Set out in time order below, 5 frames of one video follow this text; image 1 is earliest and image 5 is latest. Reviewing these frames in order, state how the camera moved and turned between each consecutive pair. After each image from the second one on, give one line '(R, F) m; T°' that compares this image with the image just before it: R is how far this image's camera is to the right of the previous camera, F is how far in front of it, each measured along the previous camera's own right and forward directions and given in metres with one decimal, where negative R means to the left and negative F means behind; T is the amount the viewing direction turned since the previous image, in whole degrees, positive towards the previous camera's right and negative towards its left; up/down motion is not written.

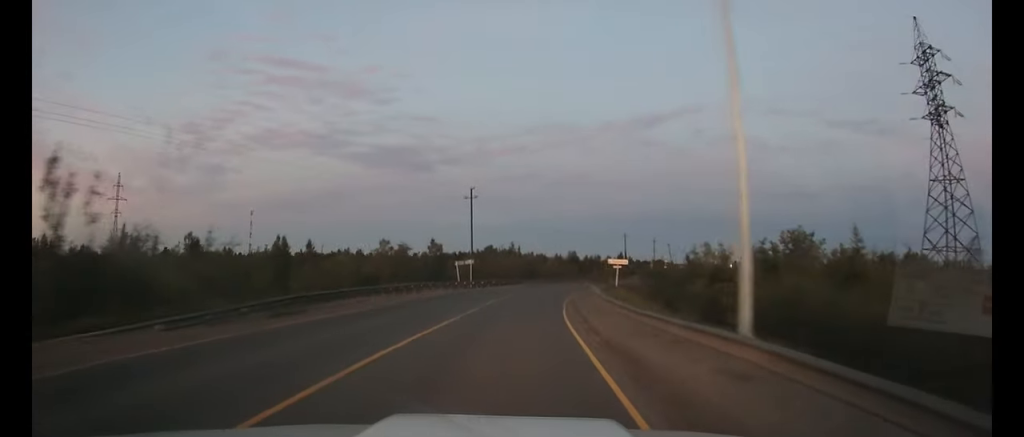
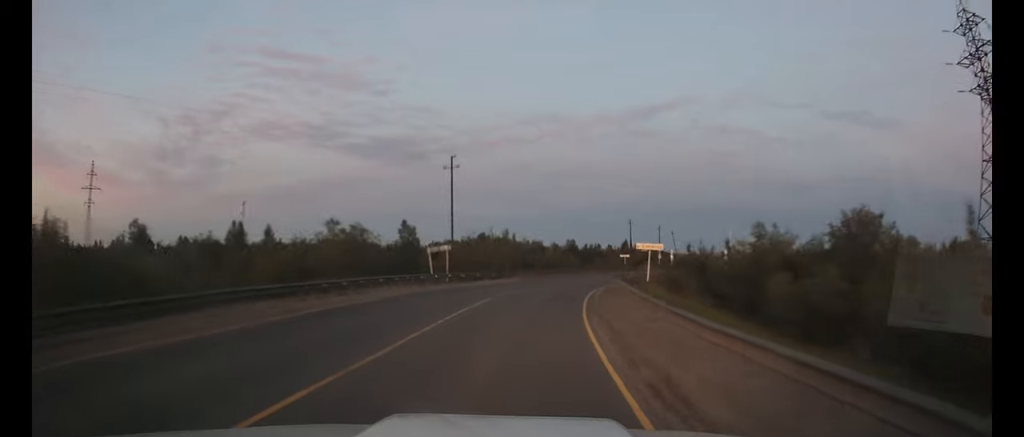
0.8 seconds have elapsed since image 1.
(0.0, +12.3) m; +1°
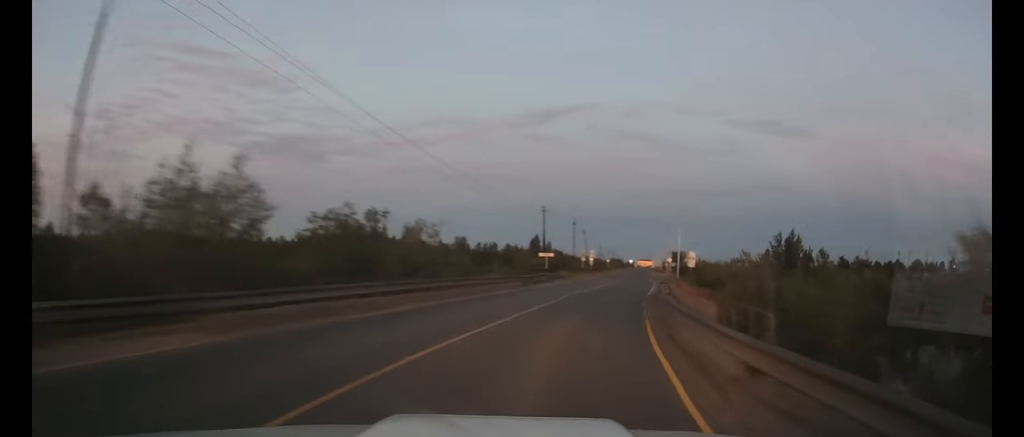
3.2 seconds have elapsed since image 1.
(+2.9, +35.3) m; +12°
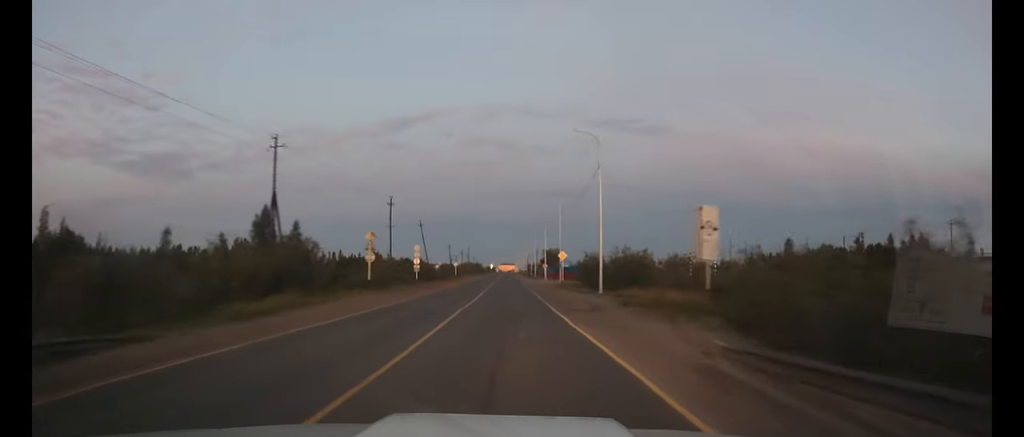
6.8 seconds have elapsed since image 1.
(+8.4, +55.0) m; +11°
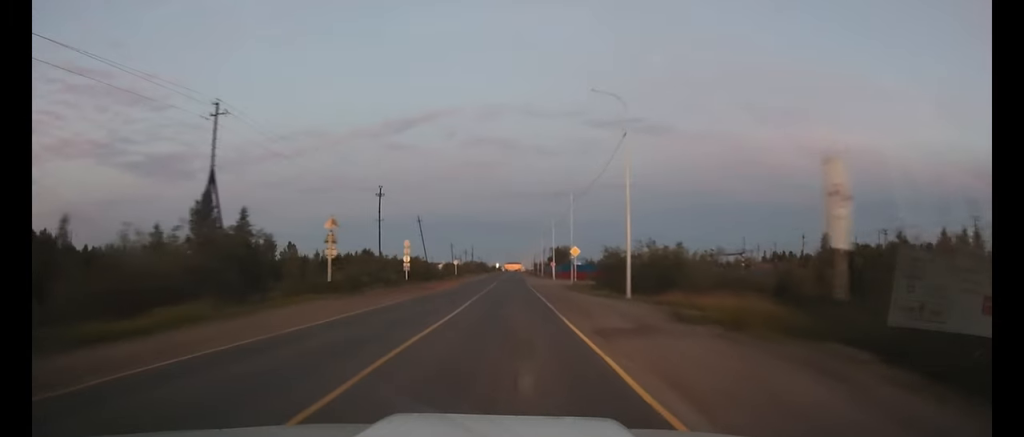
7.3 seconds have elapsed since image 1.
(-0.1, +9.1) m; 0°
